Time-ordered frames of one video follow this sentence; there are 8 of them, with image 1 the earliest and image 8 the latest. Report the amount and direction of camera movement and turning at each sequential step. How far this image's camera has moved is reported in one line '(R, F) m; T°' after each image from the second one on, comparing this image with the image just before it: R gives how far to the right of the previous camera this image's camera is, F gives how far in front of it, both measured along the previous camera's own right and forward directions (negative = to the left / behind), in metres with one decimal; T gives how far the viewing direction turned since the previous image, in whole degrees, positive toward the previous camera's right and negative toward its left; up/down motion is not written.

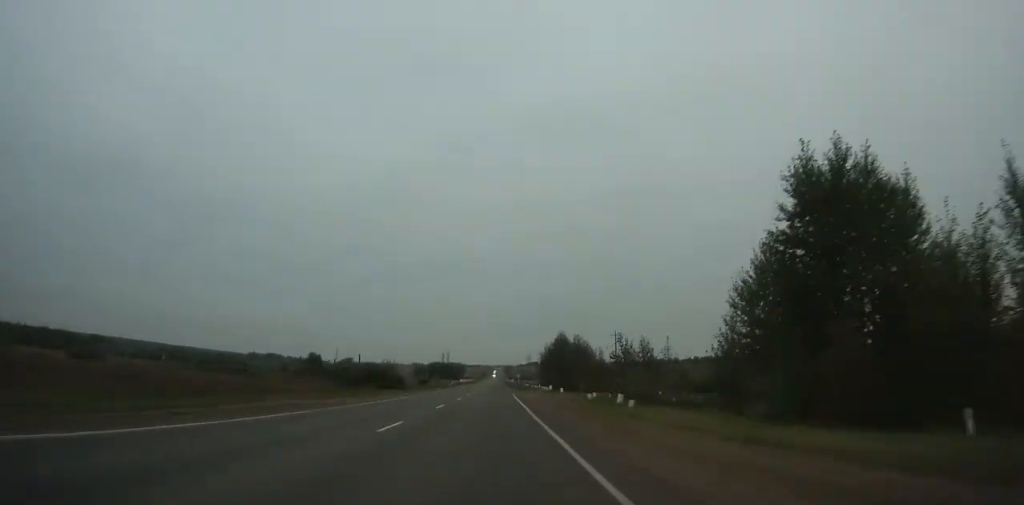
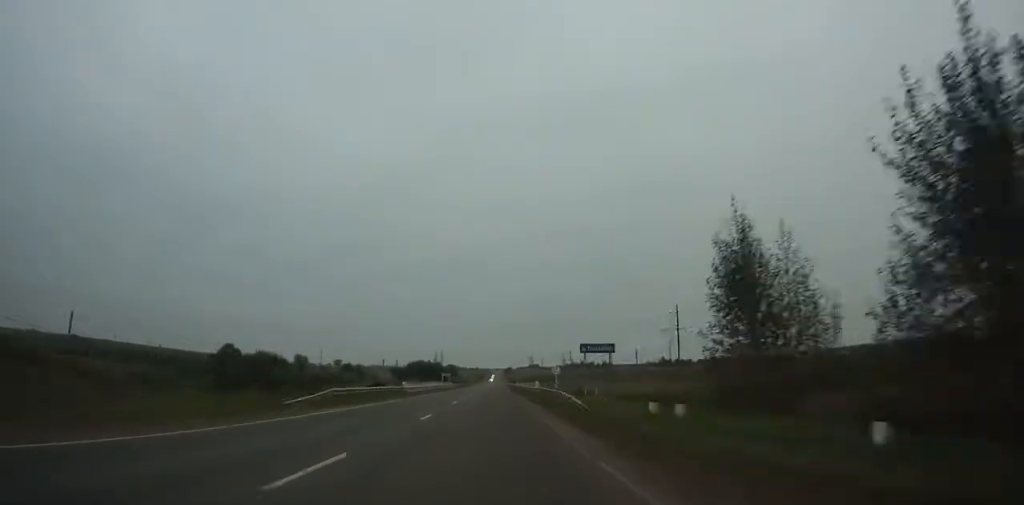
(0.0, +79.0) m; 0°
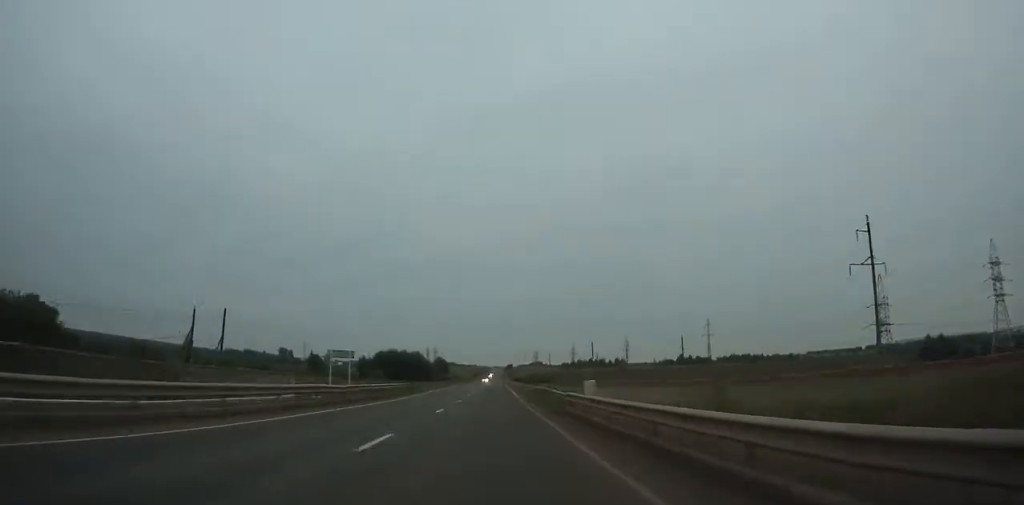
(+0.1, +81.4) m; 0°
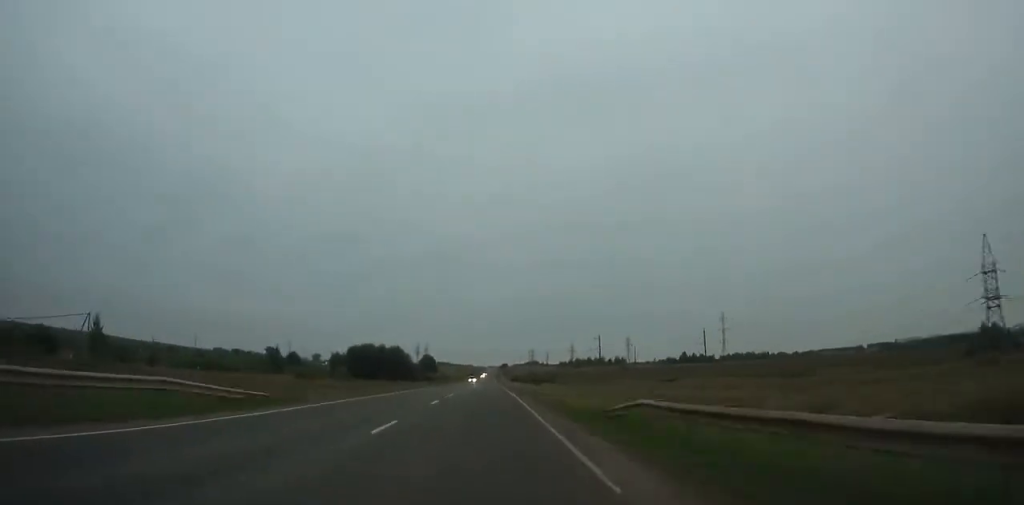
(+0.1, +34.7) m; 0°
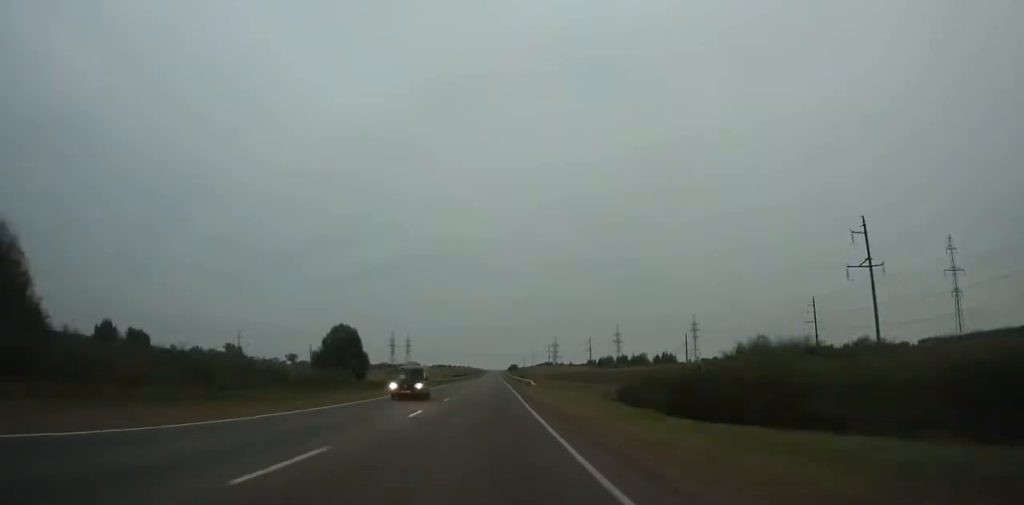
(-0.3, +173.7) m; 0°
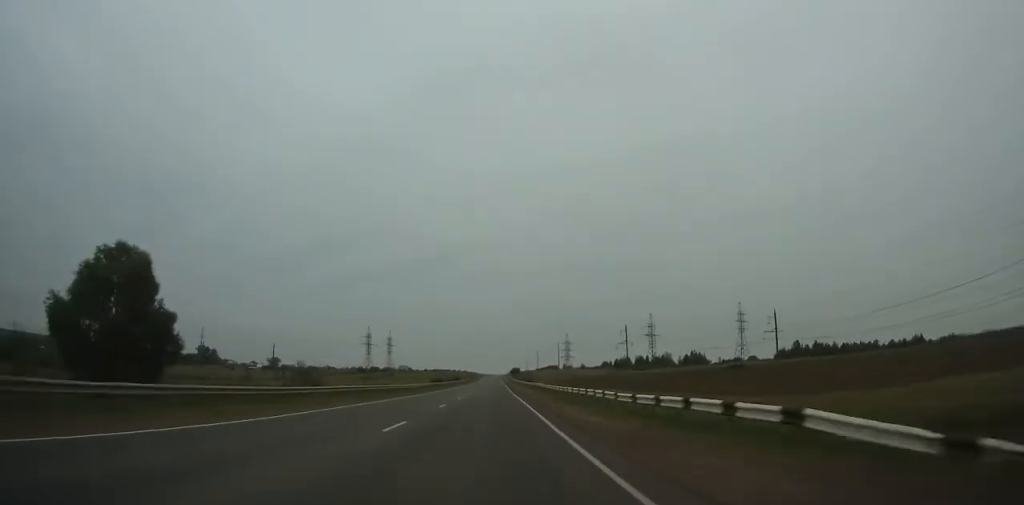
(+0.1, +78.1) m; 0°
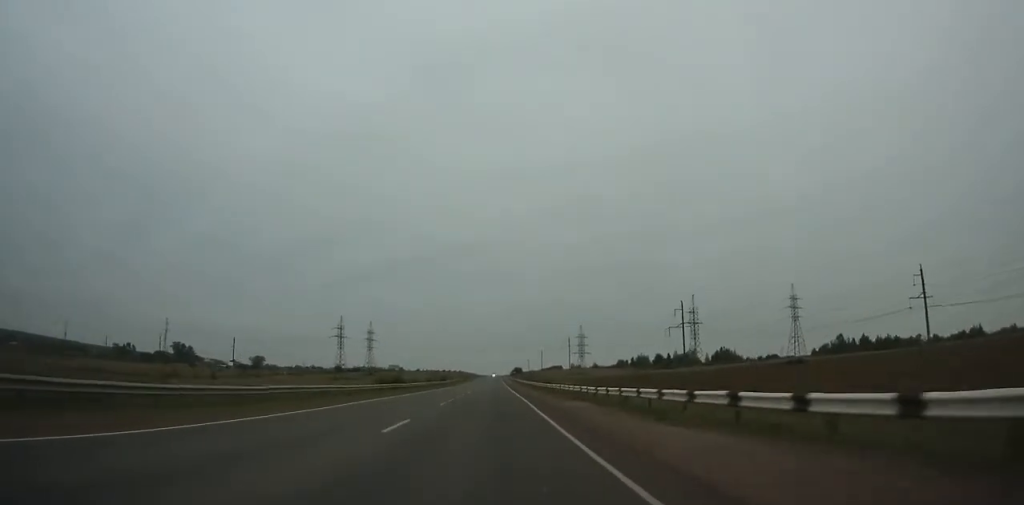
(0.0, +60.7) m; 0°
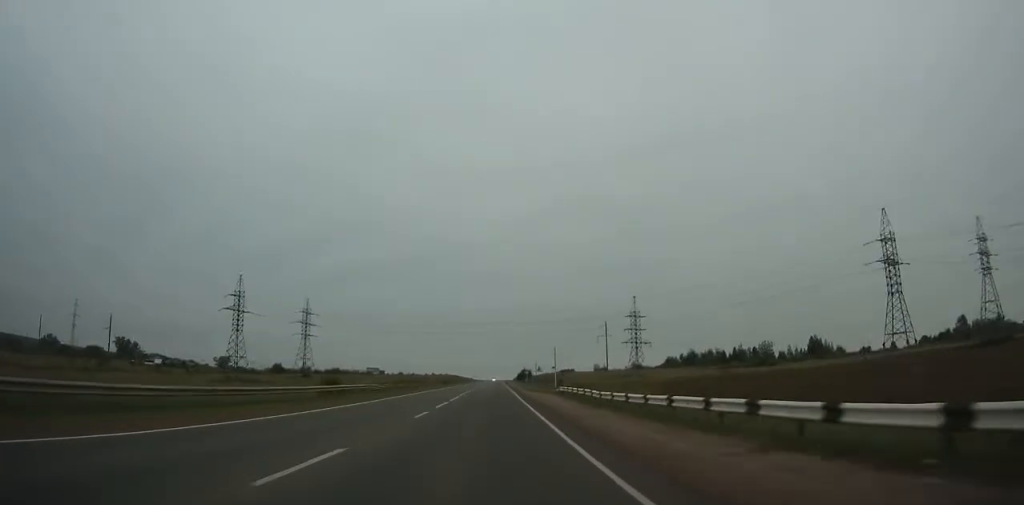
(+0.1, +115.9) m; 0°
